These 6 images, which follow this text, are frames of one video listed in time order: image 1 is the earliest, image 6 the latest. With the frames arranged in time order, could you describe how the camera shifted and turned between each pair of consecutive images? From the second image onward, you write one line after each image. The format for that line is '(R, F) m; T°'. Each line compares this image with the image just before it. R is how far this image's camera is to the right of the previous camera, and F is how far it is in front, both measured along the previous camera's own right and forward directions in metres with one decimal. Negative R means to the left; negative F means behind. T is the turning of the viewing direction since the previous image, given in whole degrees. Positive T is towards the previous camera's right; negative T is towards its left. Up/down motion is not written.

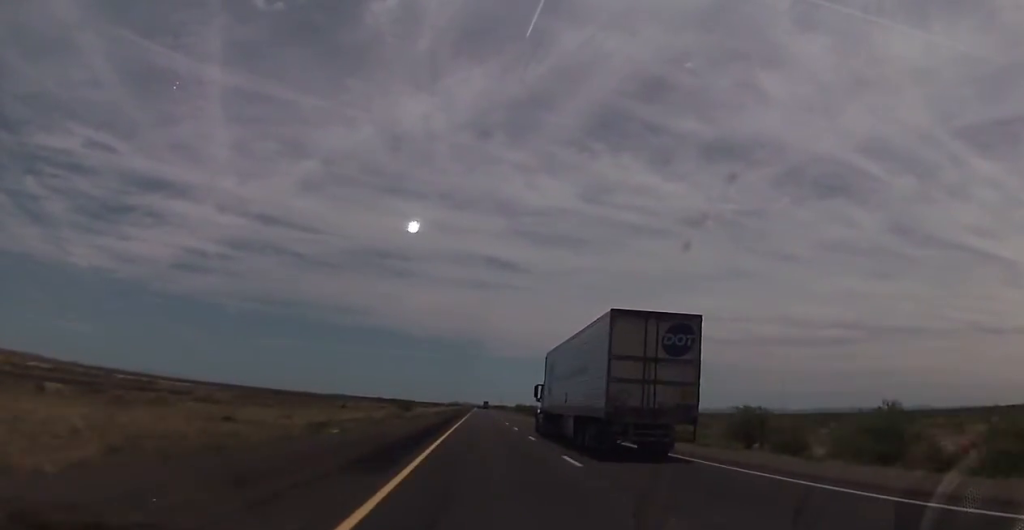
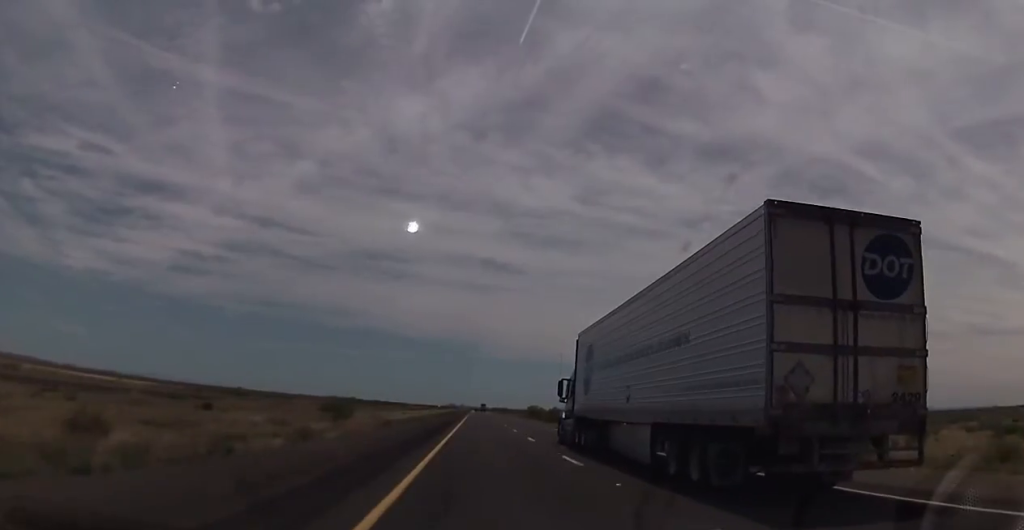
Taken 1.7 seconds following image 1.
(+0.6, +60.1) m; +1°
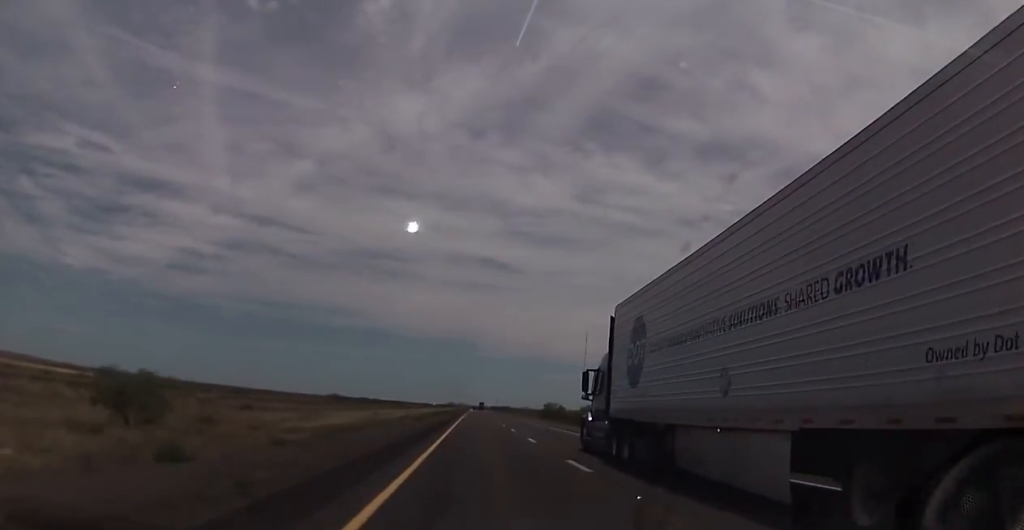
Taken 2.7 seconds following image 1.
(+0.1, +38.3) m; 0°
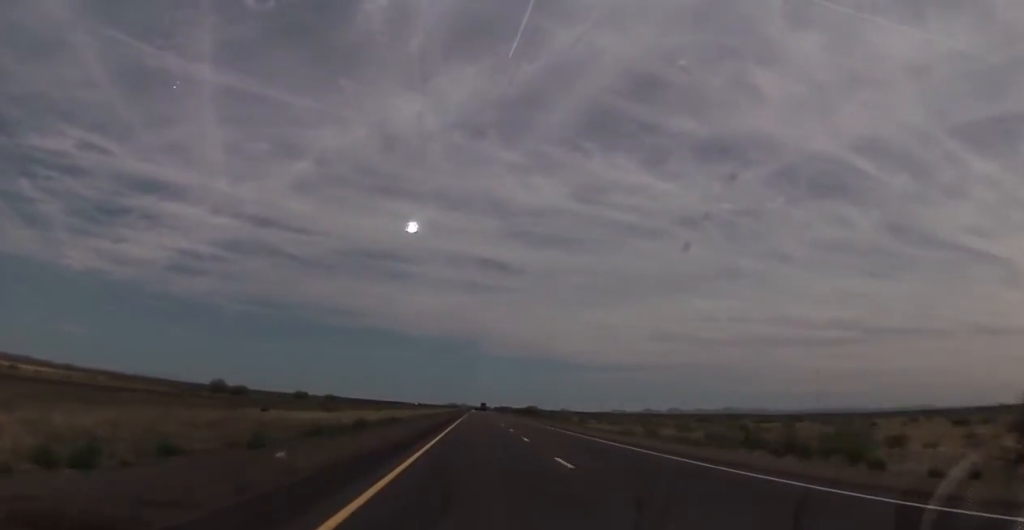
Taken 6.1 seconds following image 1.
(-0.4, +120.2) m; 0°
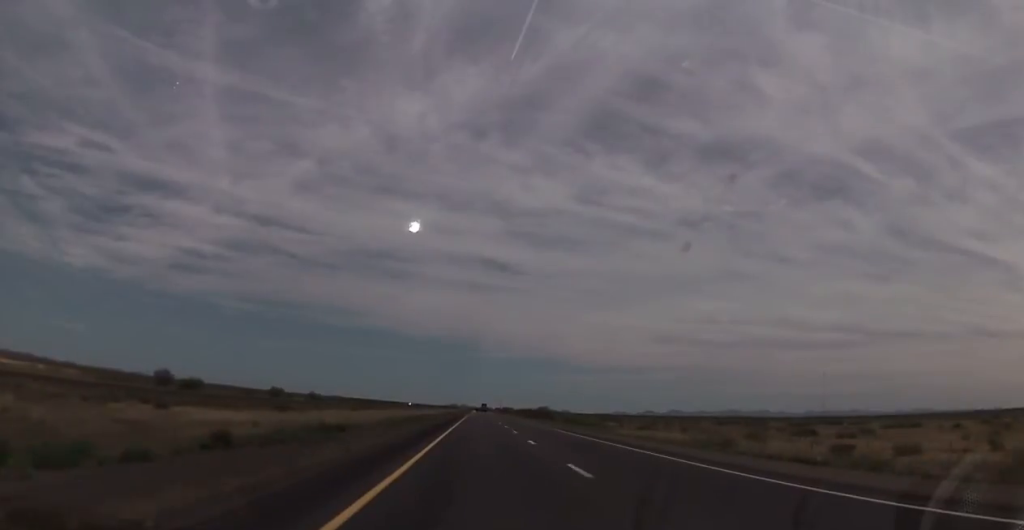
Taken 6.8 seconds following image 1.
(0.0, +26.2) m; 0°
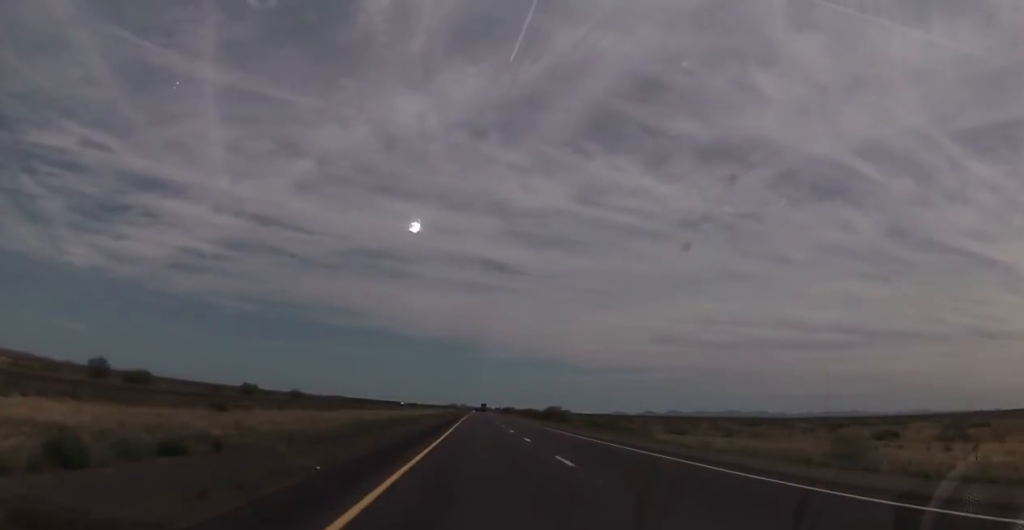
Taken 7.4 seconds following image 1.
(0.0, +21.4) m; 0°
